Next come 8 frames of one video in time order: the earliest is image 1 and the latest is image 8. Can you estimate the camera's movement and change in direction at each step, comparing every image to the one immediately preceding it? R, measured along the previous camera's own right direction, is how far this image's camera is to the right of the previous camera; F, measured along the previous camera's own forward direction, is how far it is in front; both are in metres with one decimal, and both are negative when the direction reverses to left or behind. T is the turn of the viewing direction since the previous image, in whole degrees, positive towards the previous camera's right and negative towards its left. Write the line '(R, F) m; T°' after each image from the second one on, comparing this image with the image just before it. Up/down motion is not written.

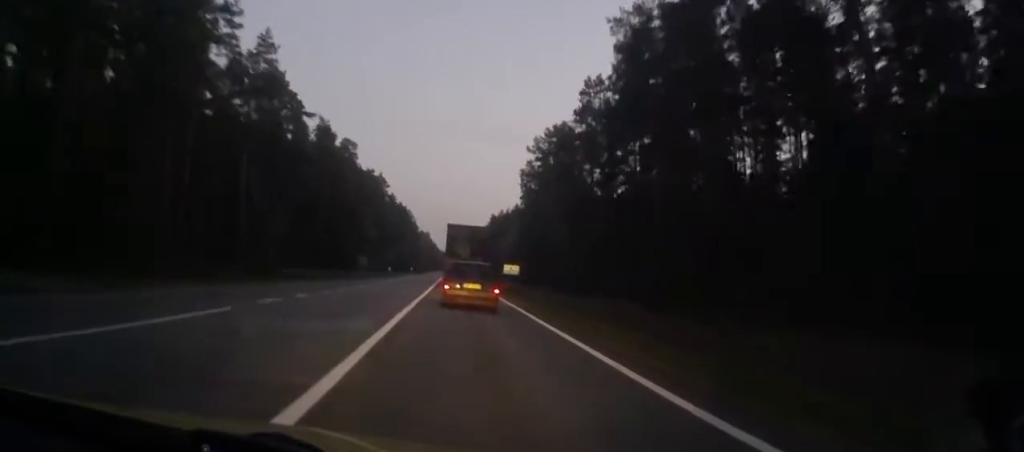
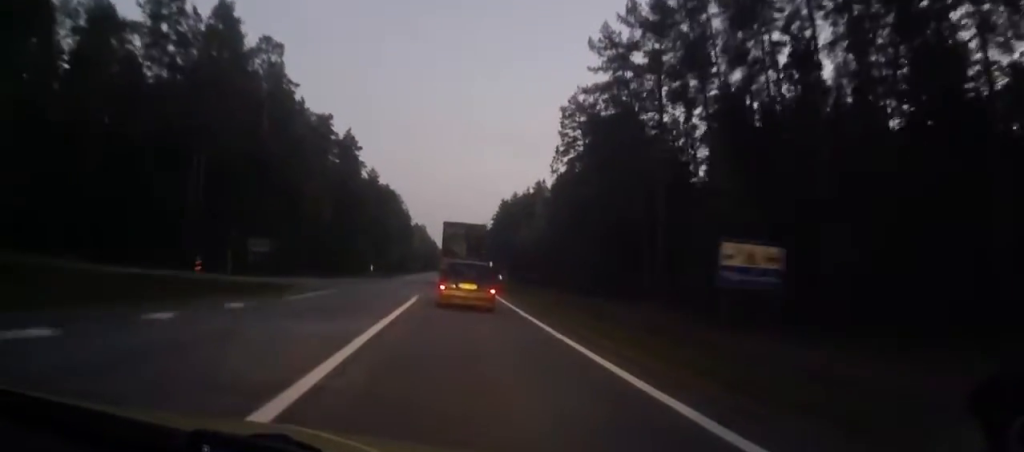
(+0.6, +50.3) m; +1°
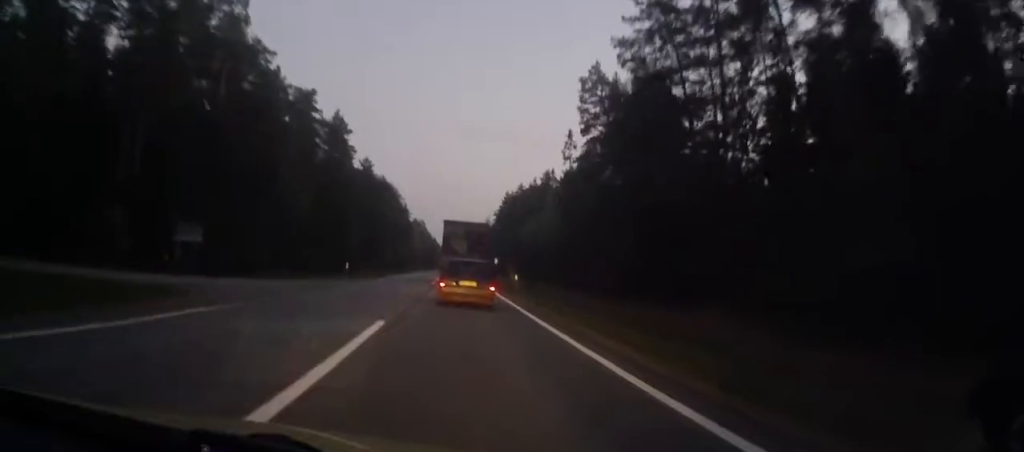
(-0.1, +12.4) m; 0°
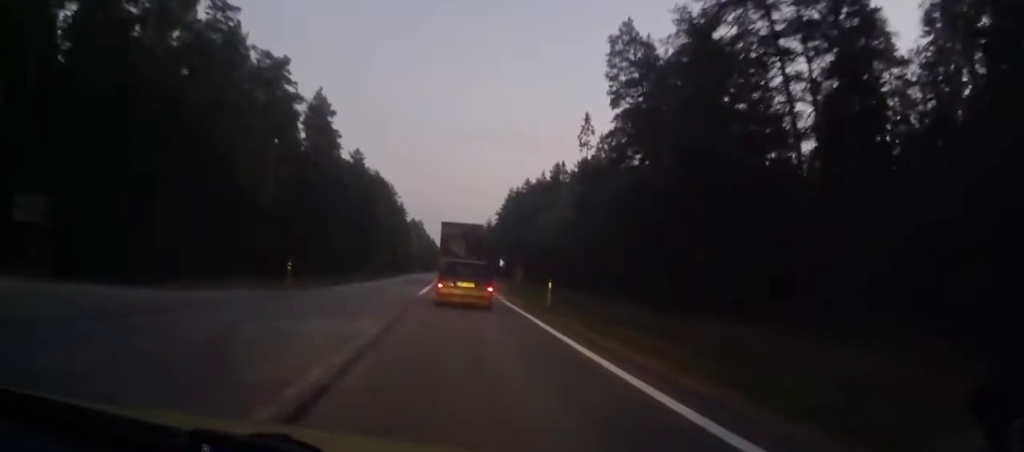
(-0.1, +14.1) m; 0°
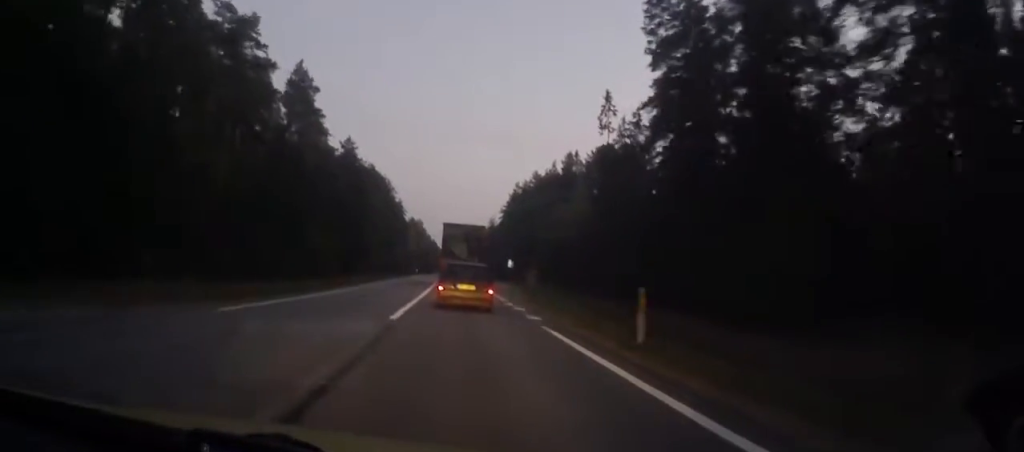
(0.0, +12.4) m; 0°
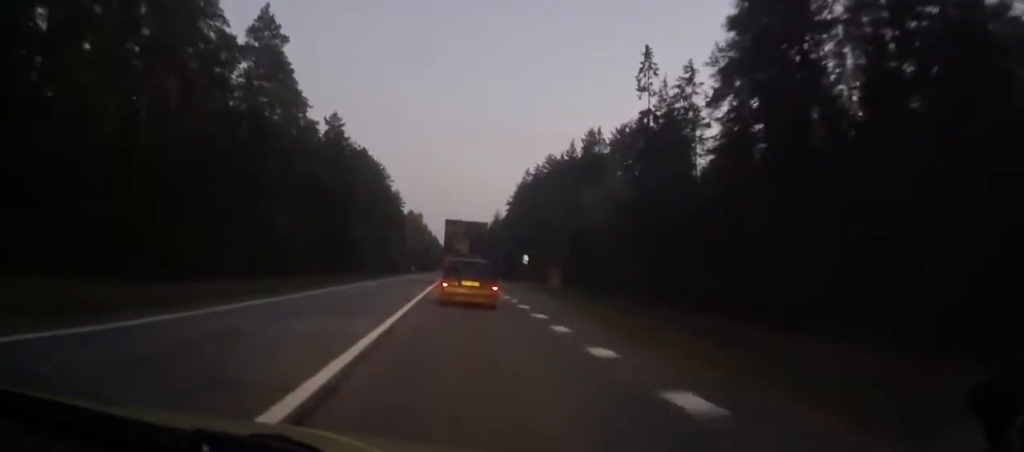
(0.0, +16.6) m; 0°
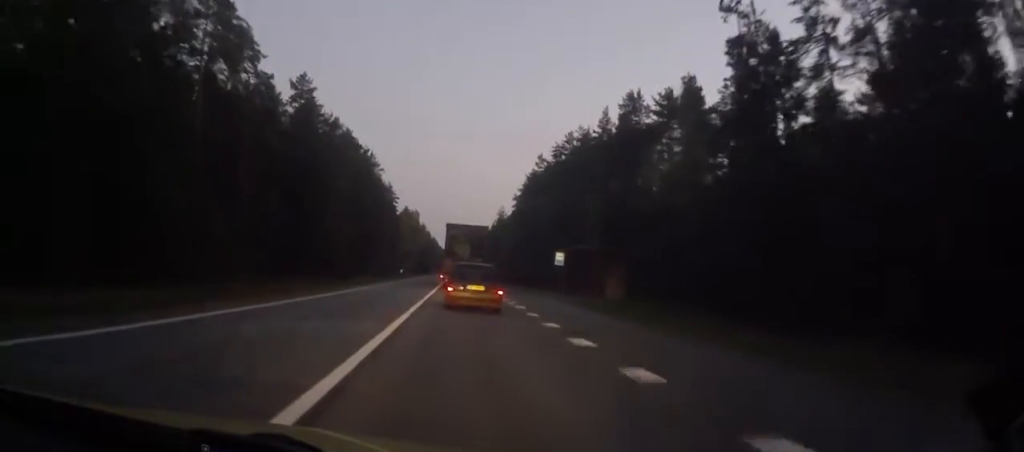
(0.0, +22.2) m; 0°
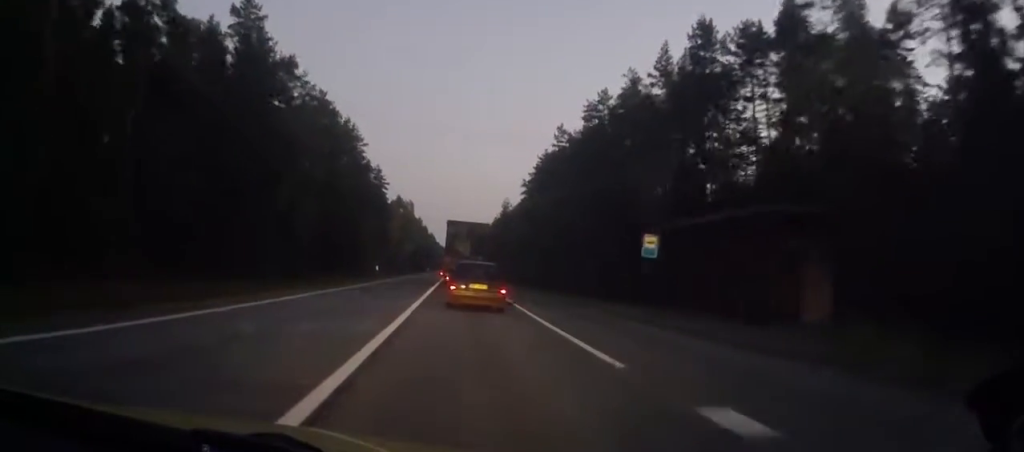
(0.0, +22.9) m; 0°
